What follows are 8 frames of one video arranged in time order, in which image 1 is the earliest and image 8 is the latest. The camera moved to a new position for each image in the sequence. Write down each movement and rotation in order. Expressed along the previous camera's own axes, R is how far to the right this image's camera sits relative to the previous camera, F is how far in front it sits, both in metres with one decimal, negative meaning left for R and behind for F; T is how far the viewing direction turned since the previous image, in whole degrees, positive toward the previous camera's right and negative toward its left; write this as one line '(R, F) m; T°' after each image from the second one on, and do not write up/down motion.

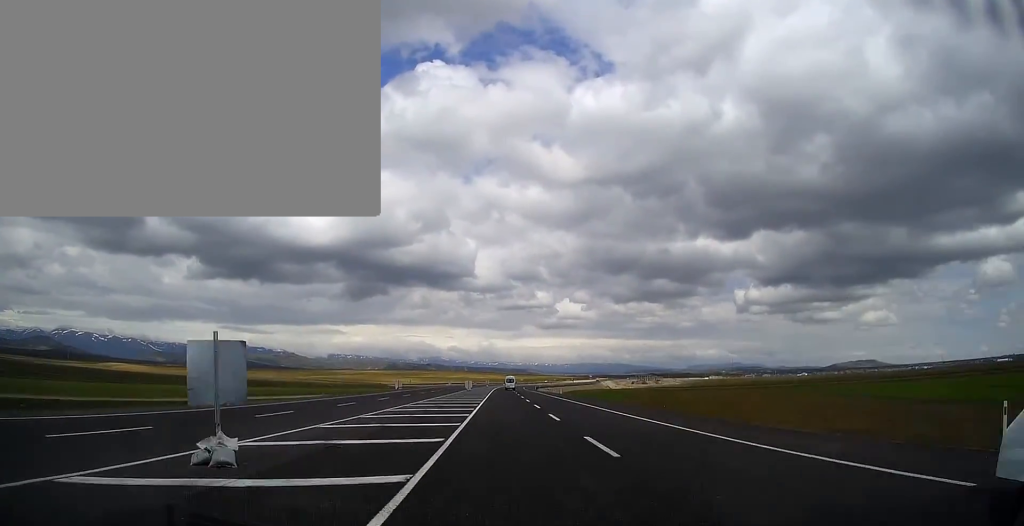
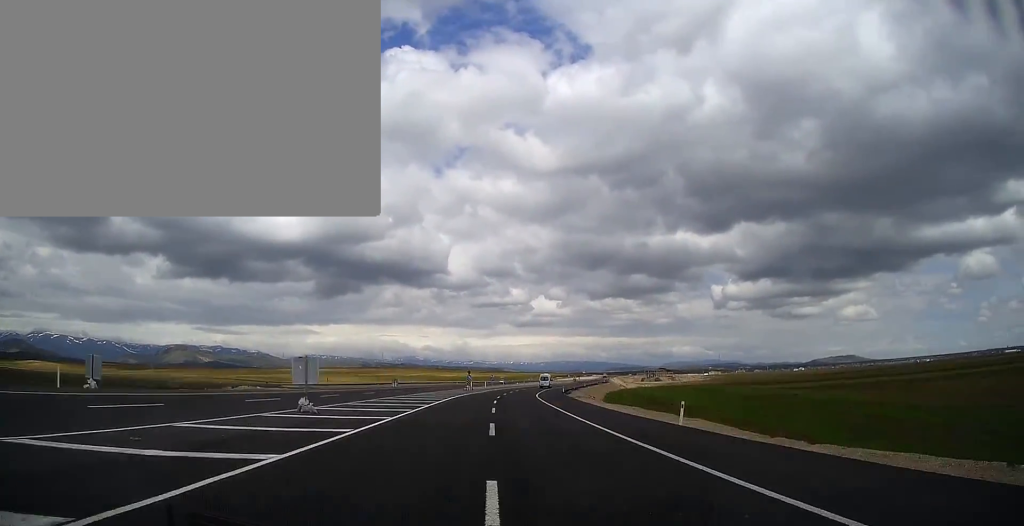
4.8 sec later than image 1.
(+5.2, +147.8) m; +5°
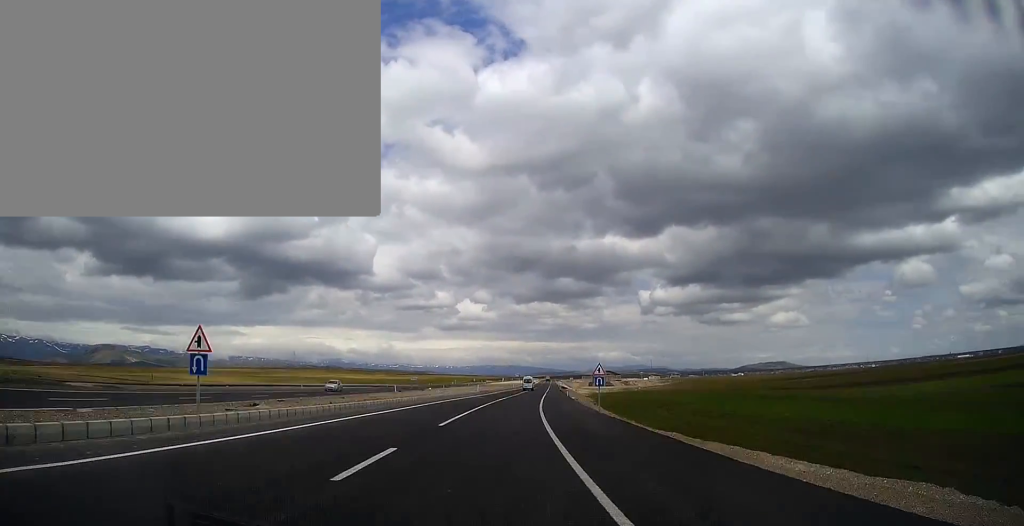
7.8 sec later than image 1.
(+3.0, +90.8) m; +3°
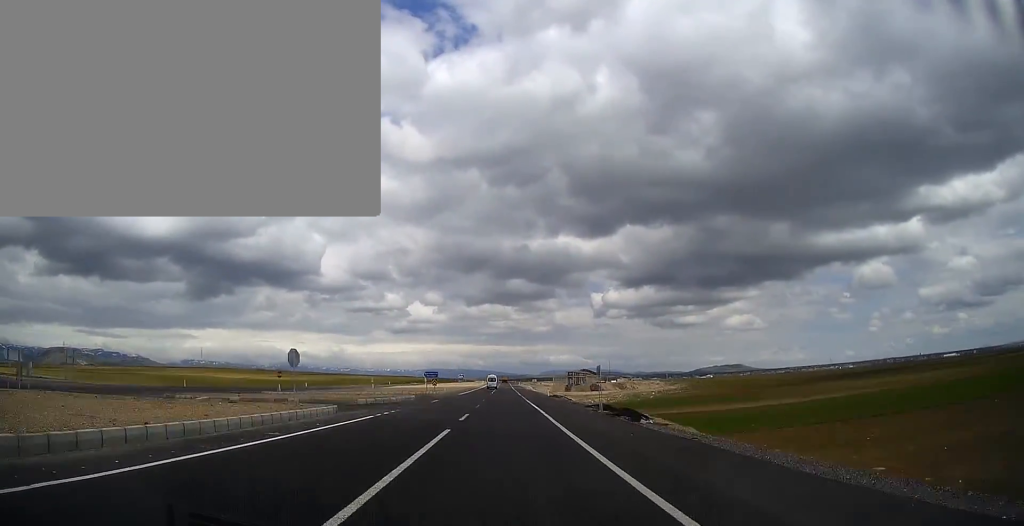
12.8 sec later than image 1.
(+9.2, +150.2) m; +4°
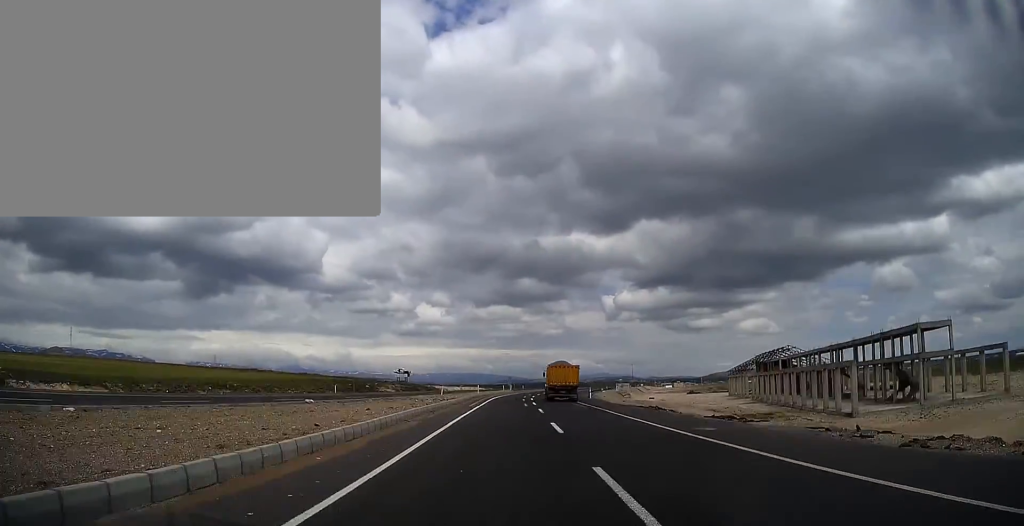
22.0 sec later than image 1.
(+4.7, +273.2) m; +6°
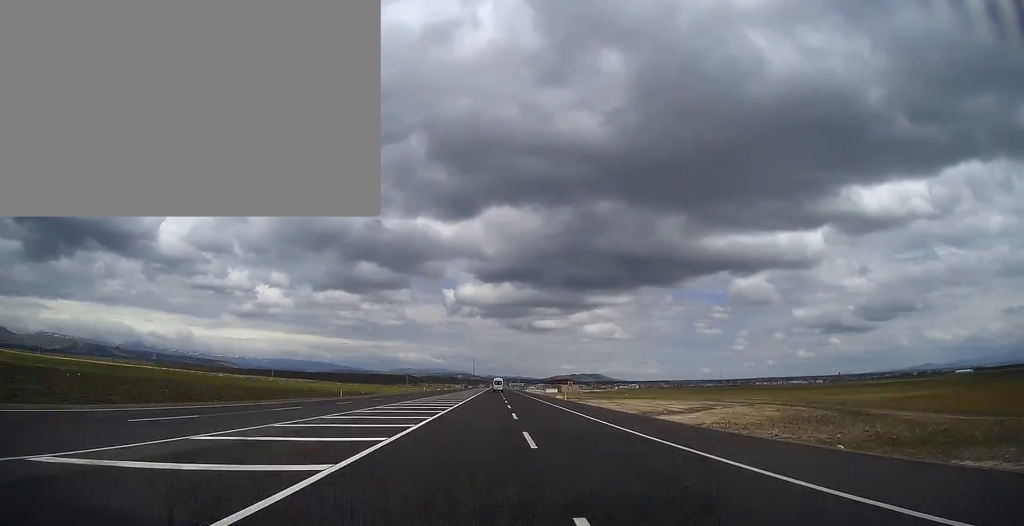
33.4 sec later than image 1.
(+35.6, +334.1) m; +8°
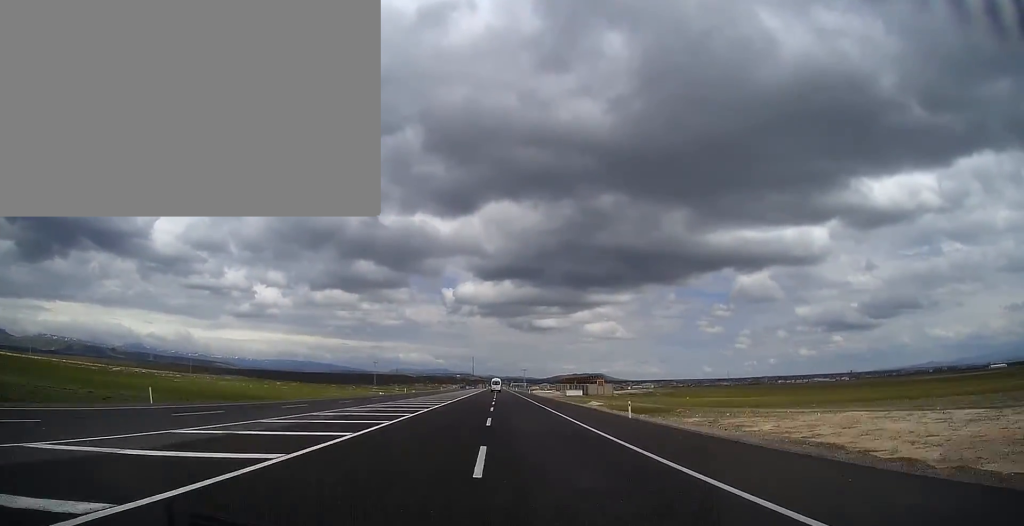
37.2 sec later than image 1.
(+0.5, +114.1) m; 0°
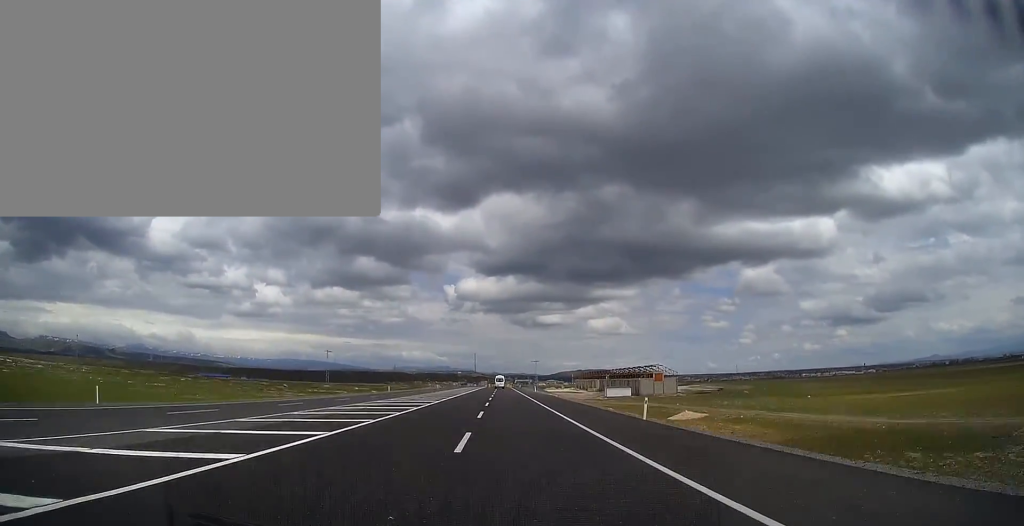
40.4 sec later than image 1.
(-0.6, +92.2) m; 0°
